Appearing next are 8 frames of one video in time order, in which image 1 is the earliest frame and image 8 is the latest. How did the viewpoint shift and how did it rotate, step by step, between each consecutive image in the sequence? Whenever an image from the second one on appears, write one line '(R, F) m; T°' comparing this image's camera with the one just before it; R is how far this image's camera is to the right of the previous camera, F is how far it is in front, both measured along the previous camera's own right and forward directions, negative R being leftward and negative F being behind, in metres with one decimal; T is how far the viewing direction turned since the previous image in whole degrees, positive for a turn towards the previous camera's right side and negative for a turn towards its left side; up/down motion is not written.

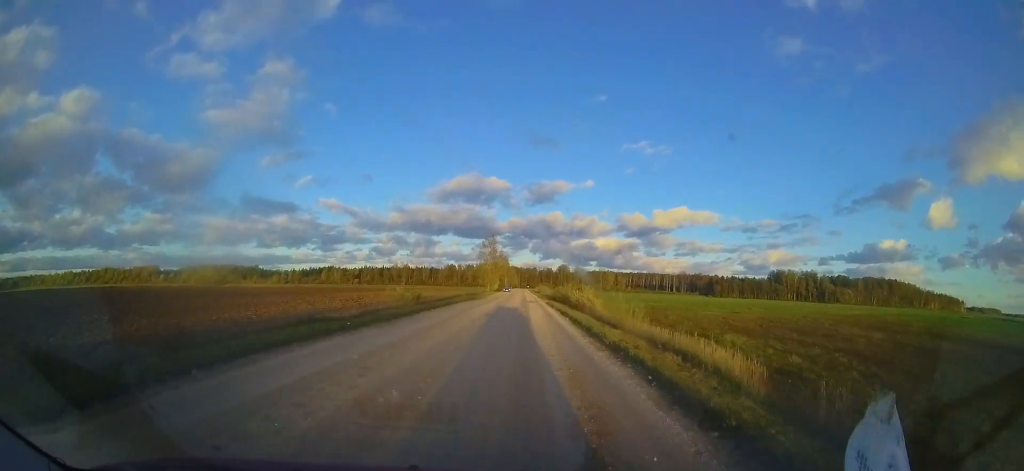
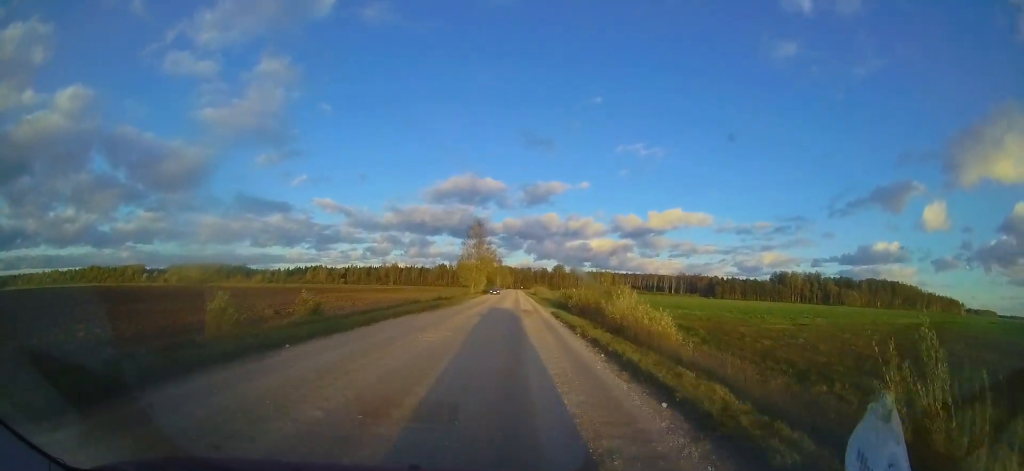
(-0.3, +13.2) m; -2°
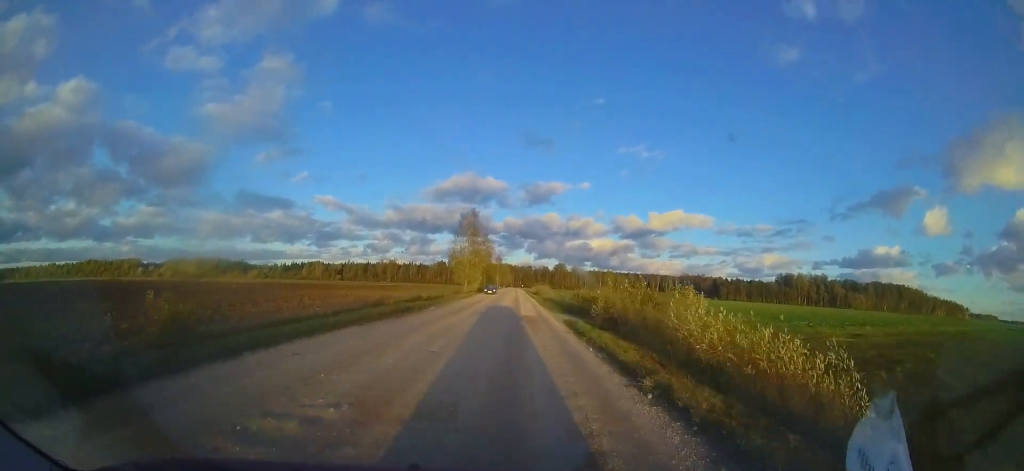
(0.0, +6.9) m; 0°
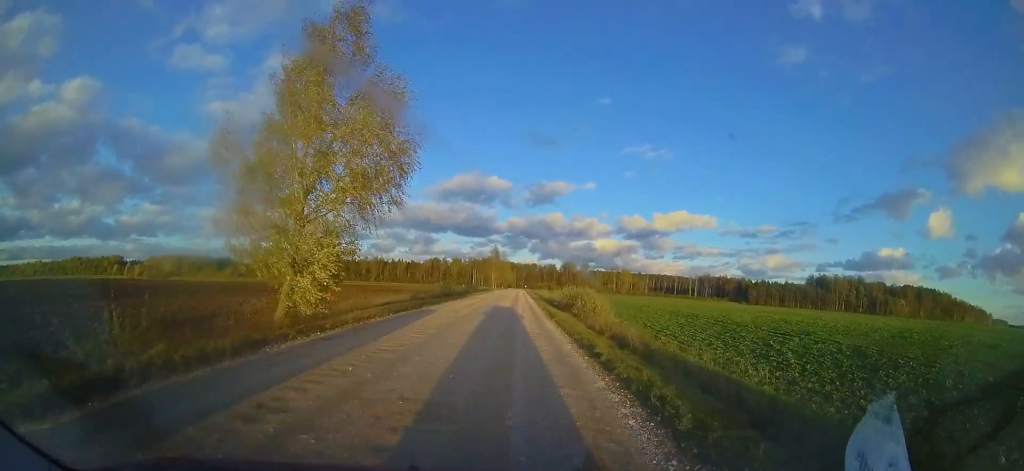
(-0.9, +35.6) m; -1°
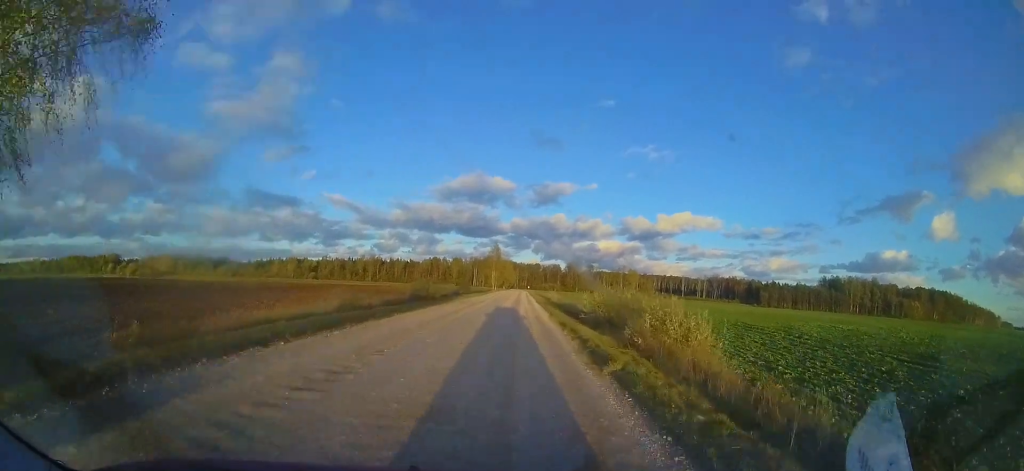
(+0.3, +10.9) m; 0°
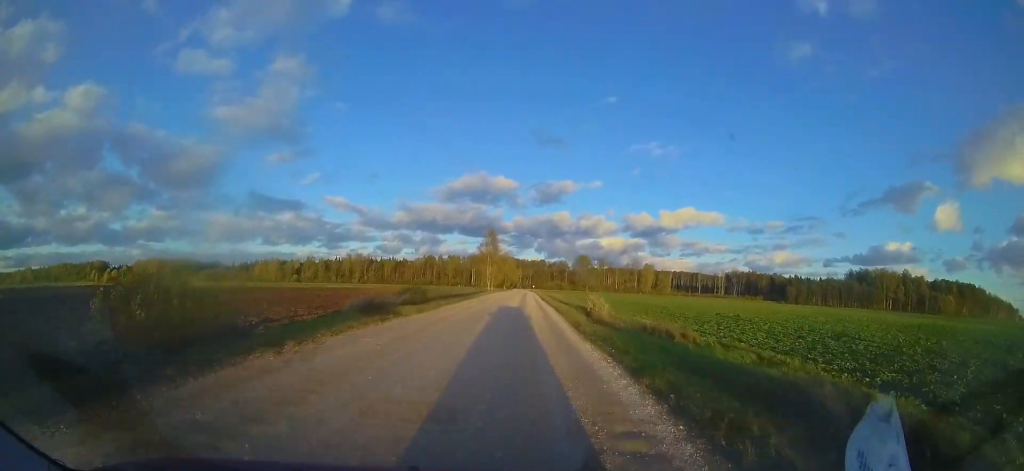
(-0.1, +24.3) m; 0°
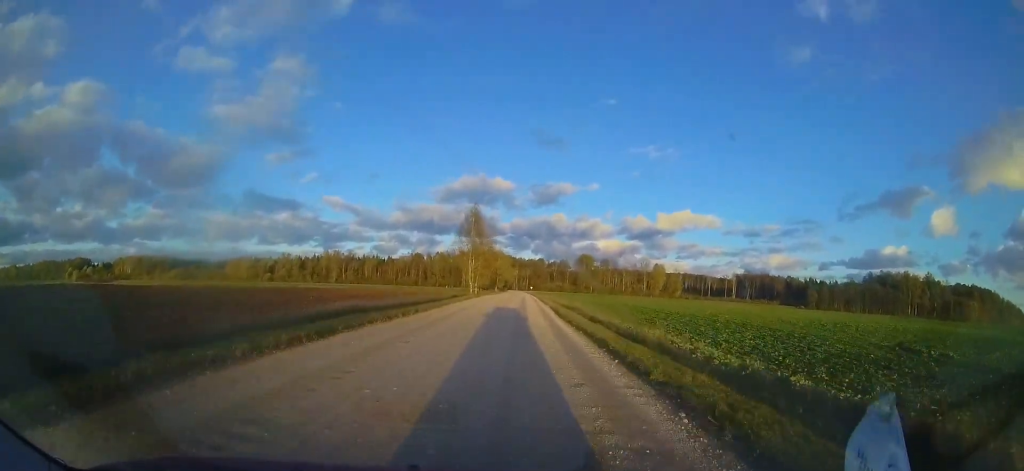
(+0.2, +22.7) m; -1°
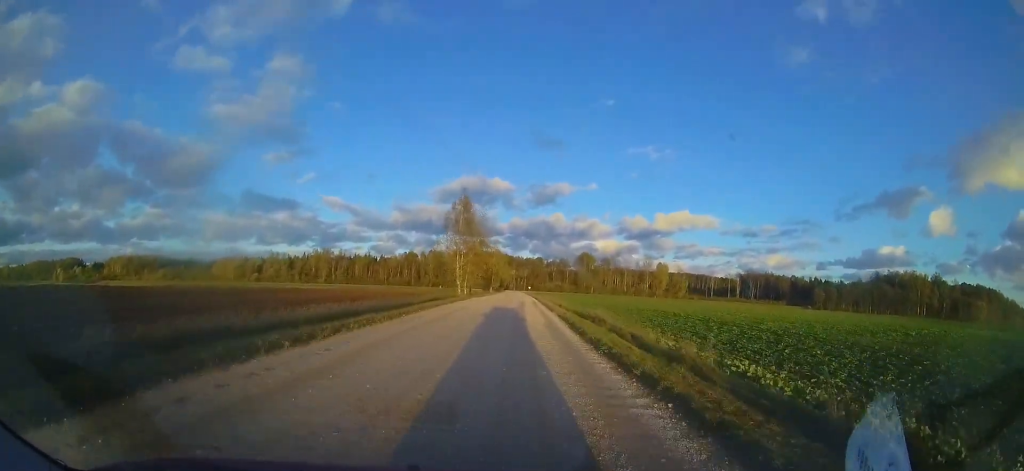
(-0.1, +8.1) m; -1°
